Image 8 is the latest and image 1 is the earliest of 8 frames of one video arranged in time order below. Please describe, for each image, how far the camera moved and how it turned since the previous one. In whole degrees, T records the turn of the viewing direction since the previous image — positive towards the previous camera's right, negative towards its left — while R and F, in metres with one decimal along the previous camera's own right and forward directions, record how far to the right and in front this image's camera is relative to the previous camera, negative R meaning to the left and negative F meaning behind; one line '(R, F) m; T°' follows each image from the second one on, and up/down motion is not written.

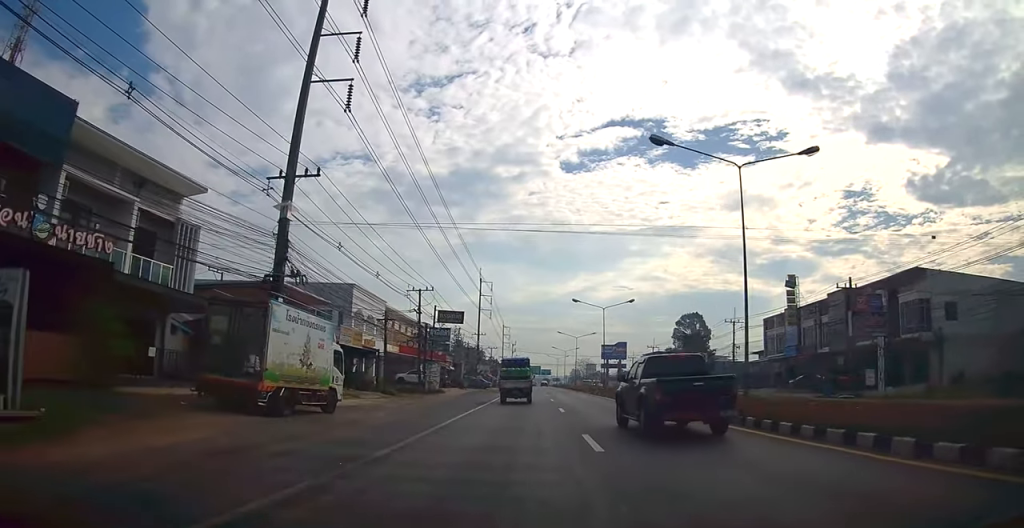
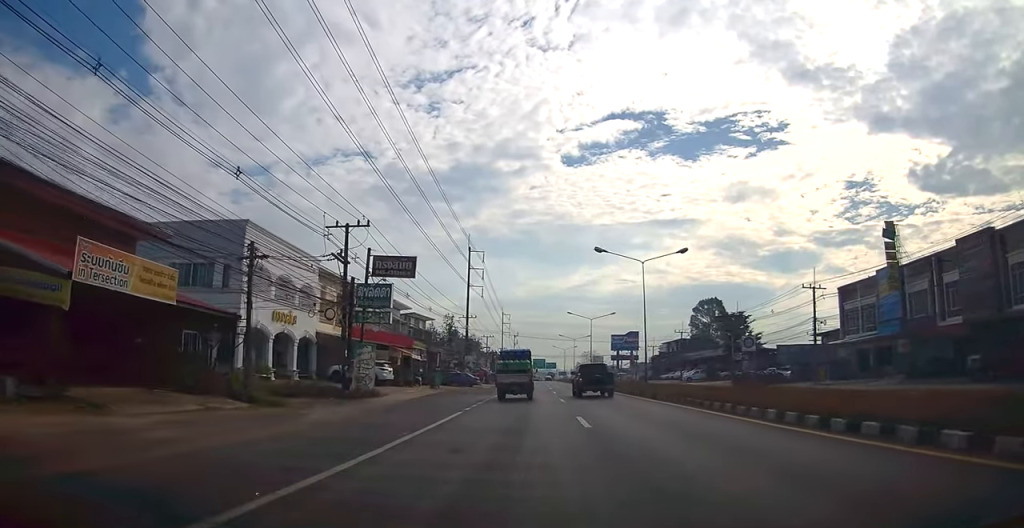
(+0.3, +21.3) m; +1°
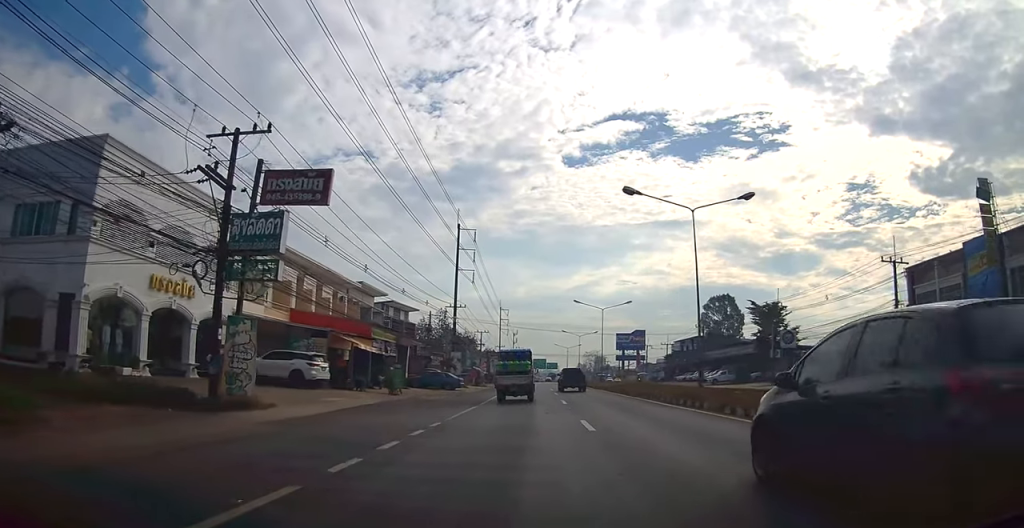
(-0.1, +13.3) m; -1°
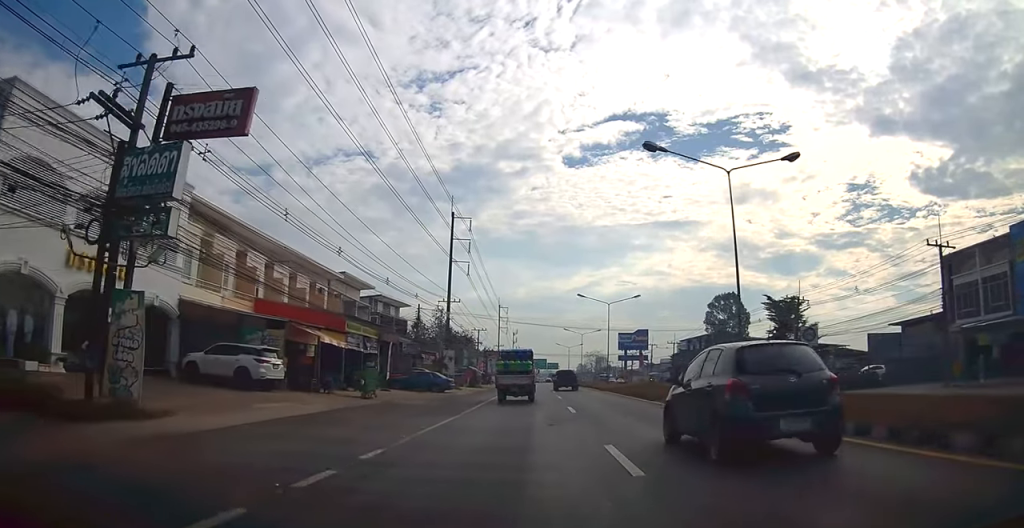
(-0.1, +5.7) m; -1°
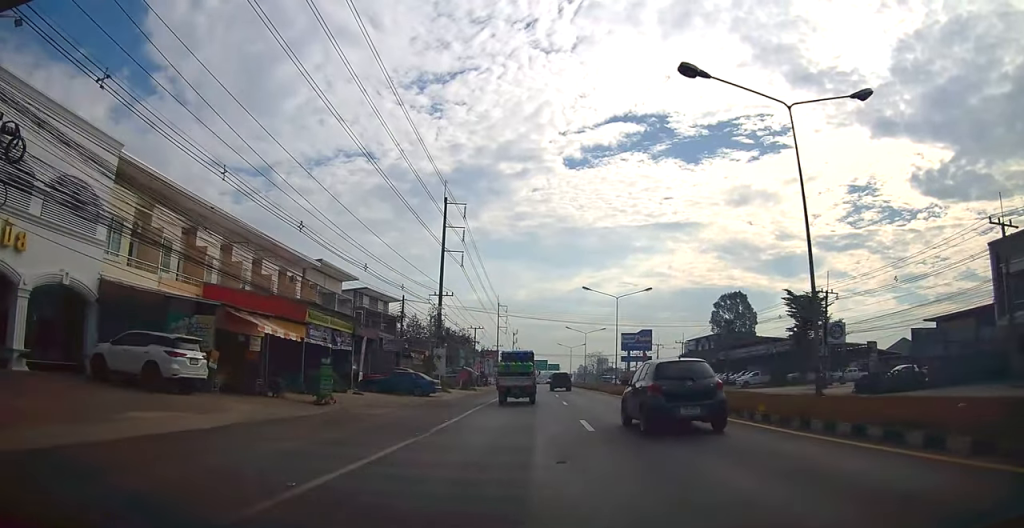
(0.0, +6.2) m; 0°
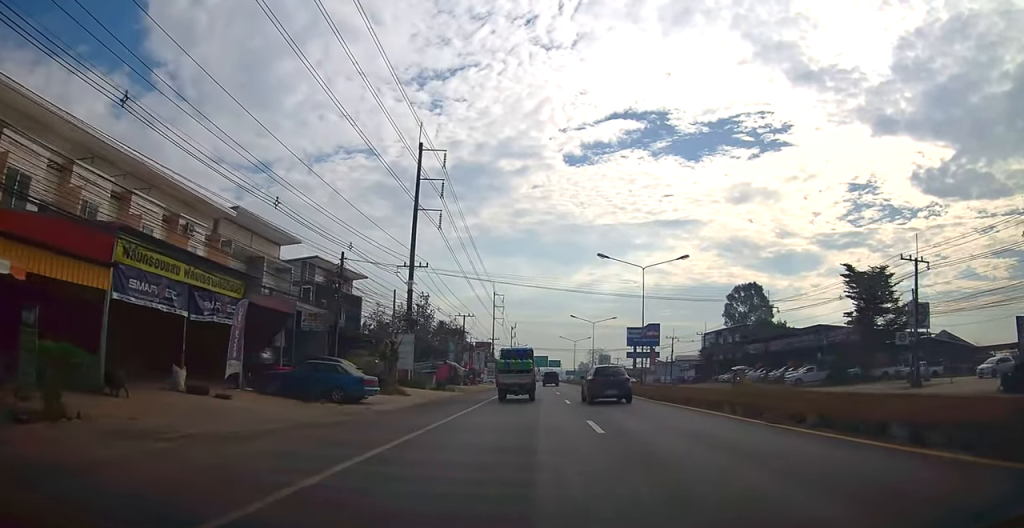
(-0.2, +14.3) m; 0°
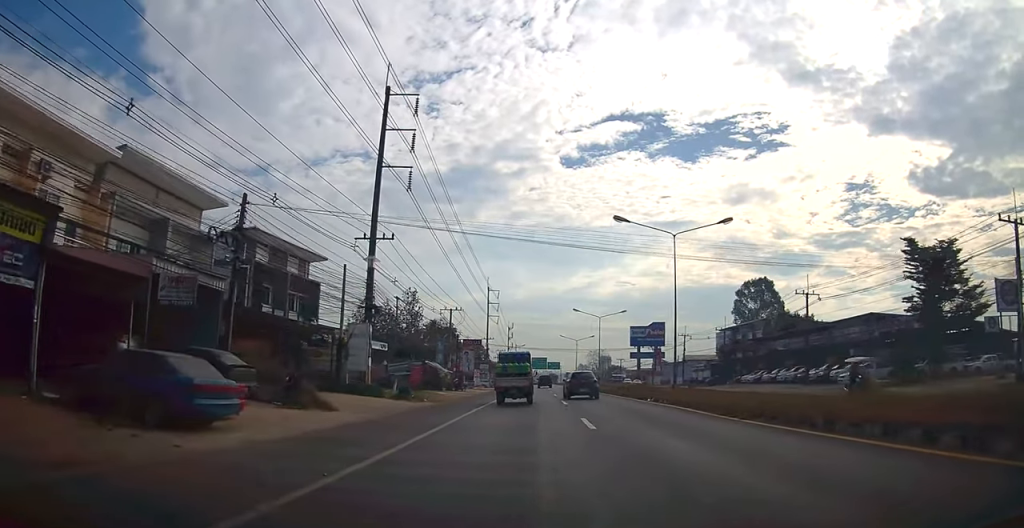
(+0.2, +10.8) m; 0°
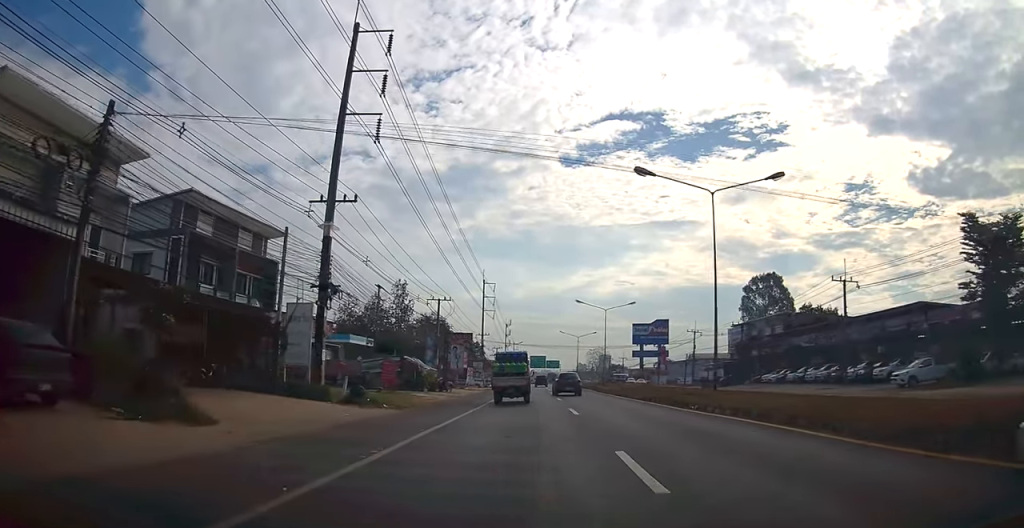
(-0.1, +7.7) m; -1°
